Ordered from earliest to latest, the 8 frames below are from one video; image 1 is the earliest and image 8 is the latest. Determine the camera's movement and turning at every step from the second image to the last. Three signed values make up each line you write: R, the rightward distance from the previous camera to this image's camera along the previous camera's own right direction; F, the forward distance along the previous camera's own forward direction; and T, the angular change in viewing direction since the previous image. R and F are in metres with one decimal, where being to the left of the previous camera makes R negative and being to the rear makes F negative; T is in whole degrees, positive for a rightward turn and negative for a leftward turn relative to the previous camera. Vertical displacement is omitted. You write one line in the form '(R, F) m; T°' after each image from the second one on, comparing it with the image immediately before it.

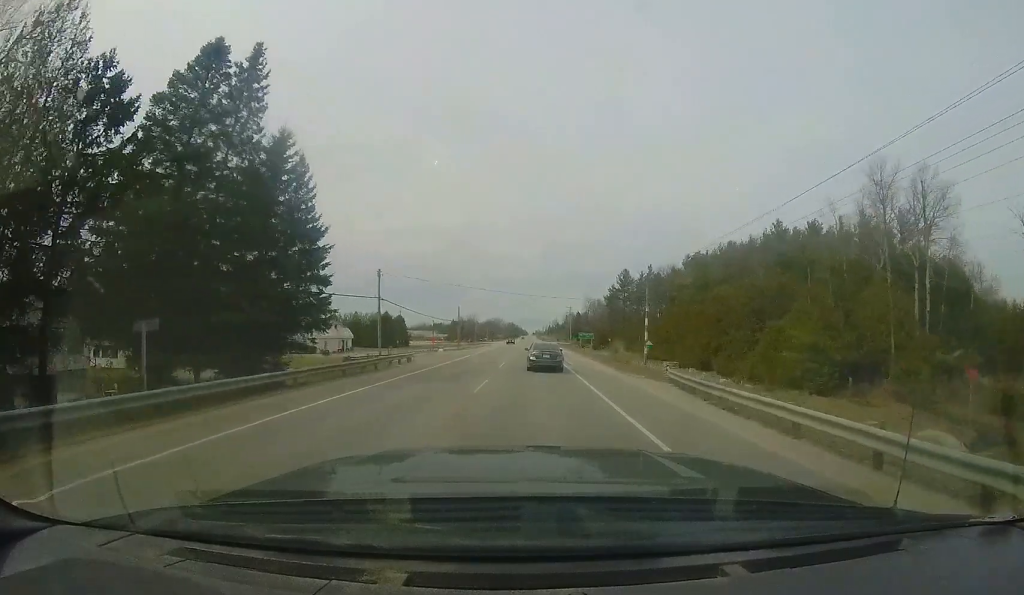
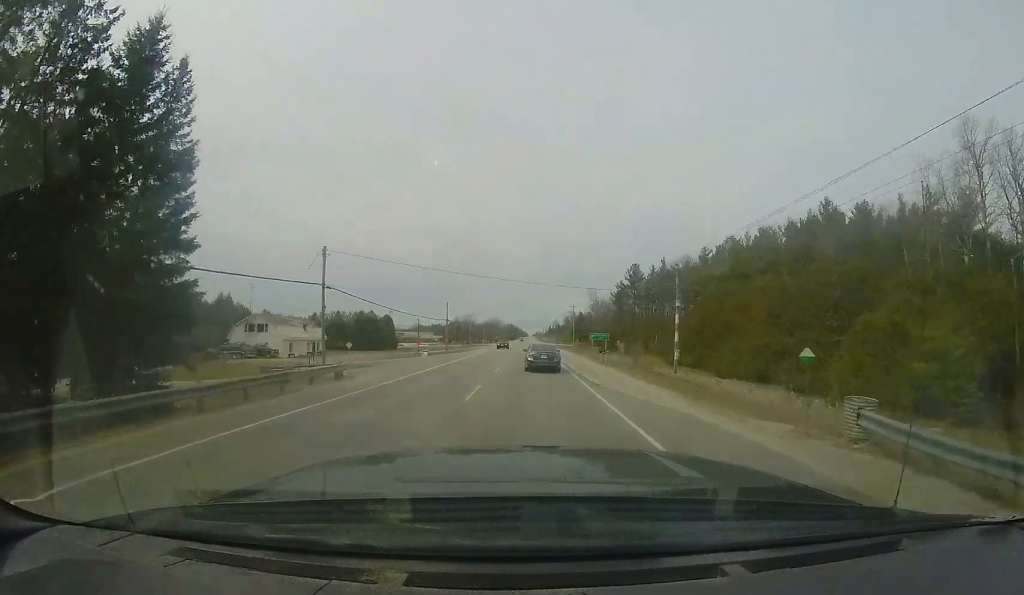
(0.0, +10.3) m; 0°
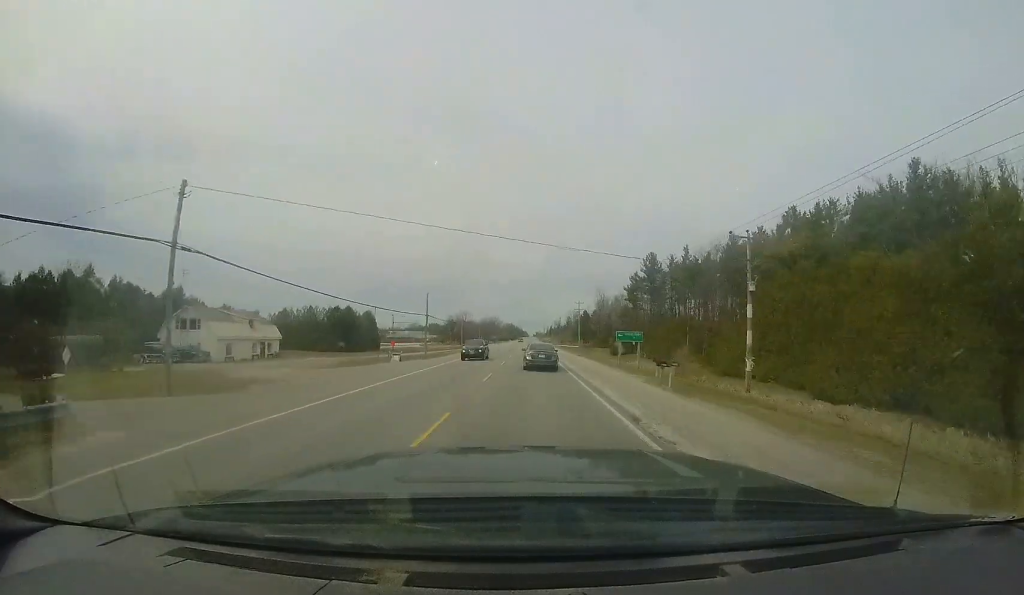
(0.0, +12.9) m; 0°
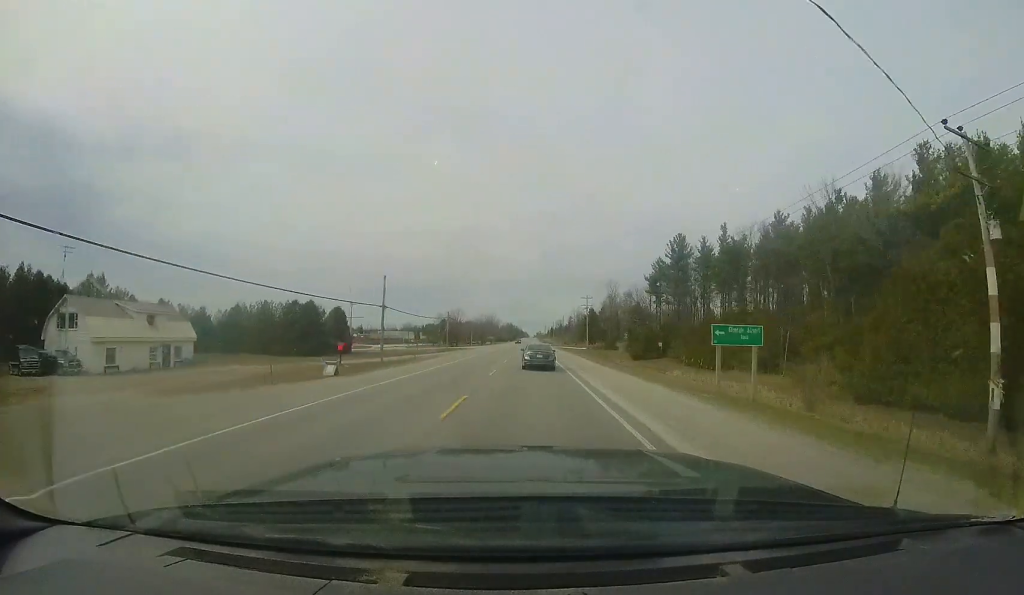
(+0.1, +15.8) m; 0°
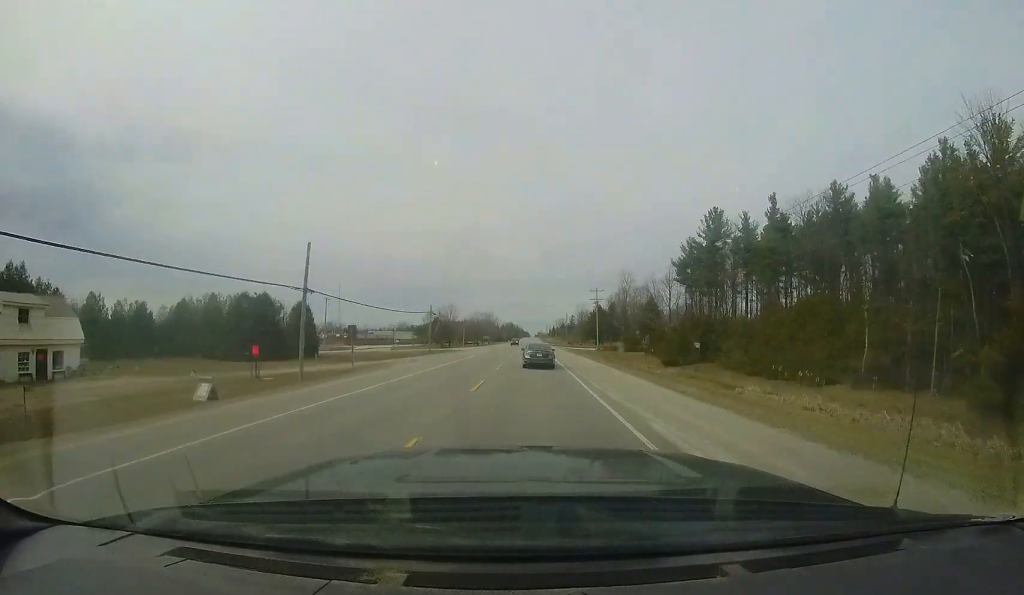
(+0.2, +13.6) m; 0°
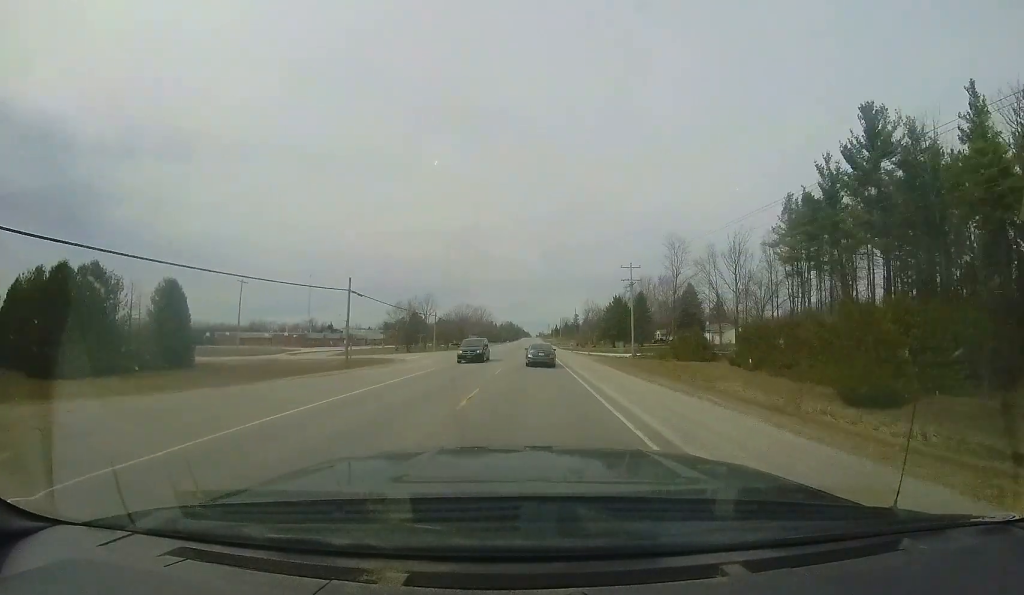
(-0.9, +28.5) m; -2°
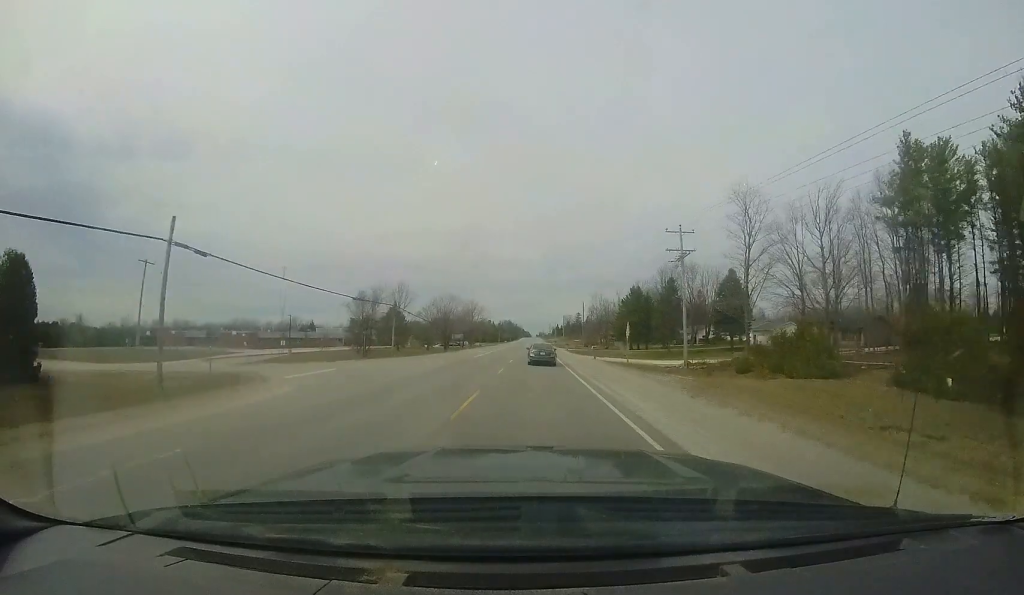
(-0.2, +19.2) m; 0°
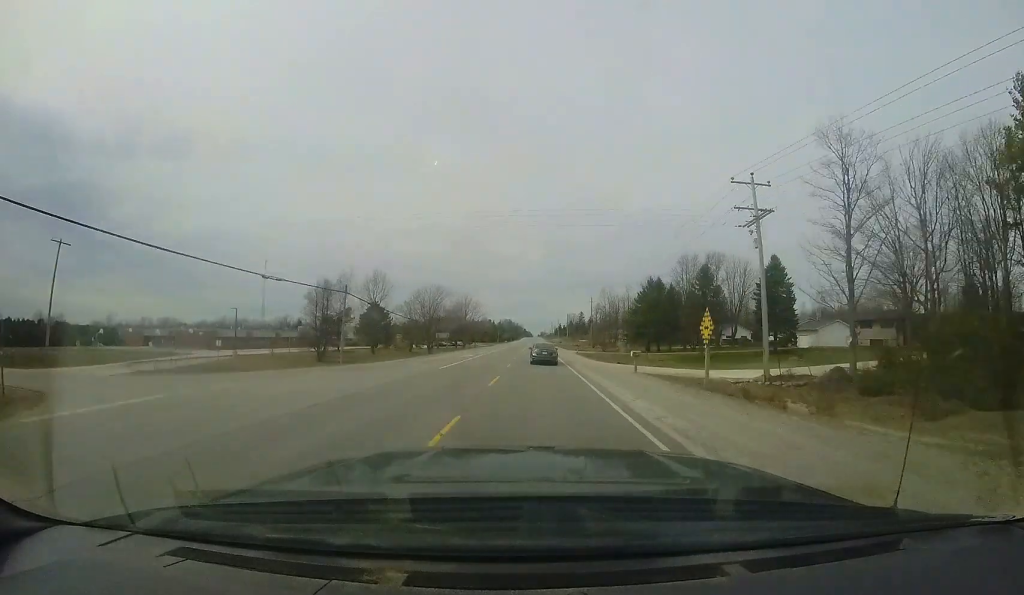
(+0.2, +12.8) m; +1°
